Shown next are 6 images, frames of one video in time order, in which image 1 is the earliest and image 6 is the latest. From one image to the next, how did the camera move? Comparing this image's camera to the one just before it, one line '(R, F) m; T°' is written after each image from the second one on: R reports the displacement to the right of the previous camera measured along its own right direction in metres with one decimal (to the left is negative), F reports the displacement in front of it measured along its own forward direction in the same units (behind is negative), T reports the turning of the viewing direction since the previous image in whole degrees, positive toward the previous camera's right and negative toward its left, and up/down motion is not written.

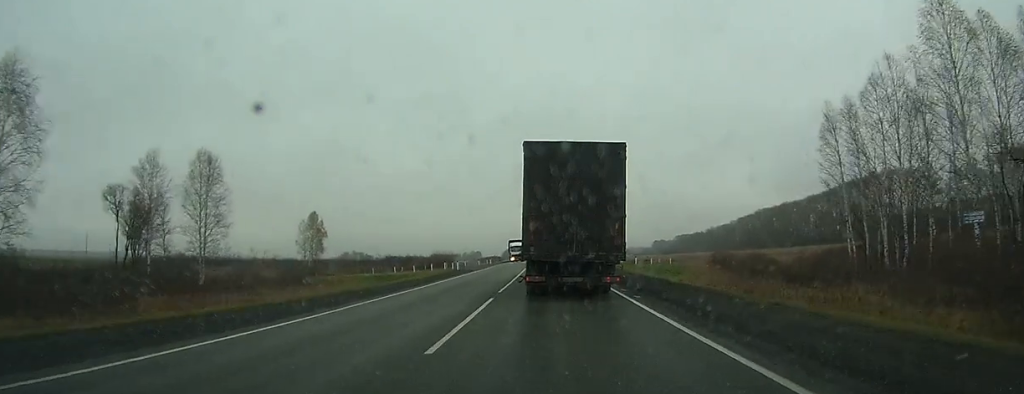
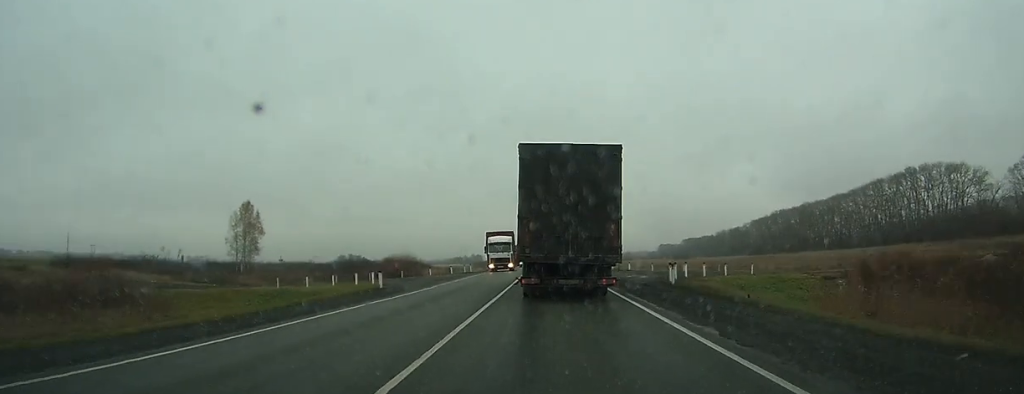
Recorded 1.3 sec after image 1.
(-0.1, +25.5) m; 0°
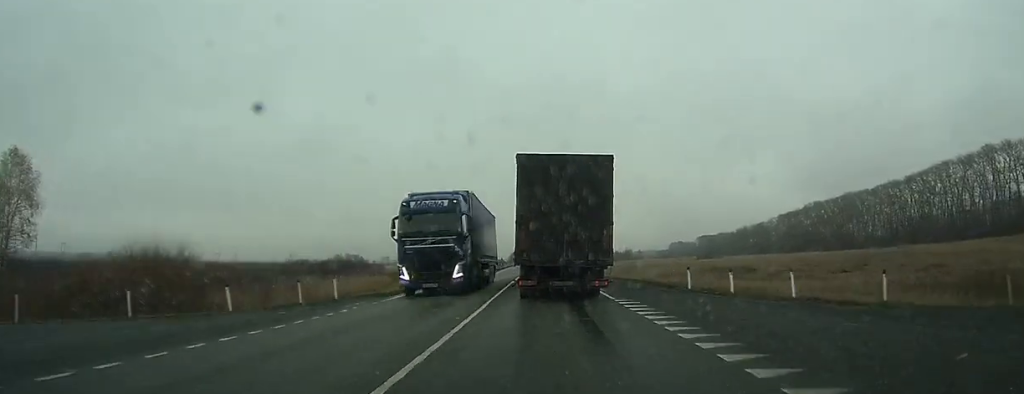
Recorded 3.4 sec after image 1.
(-0.2, +45.0) m; -1°
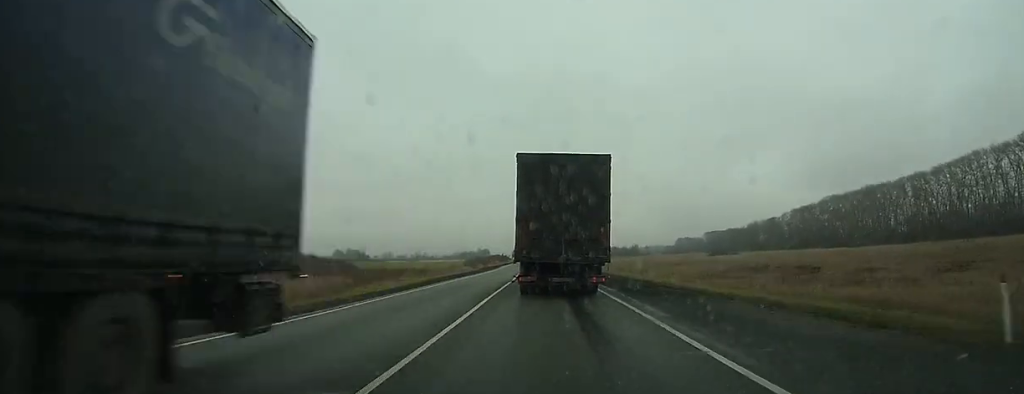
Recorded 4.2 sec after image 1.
(+0.1, +17.6) m; 0°
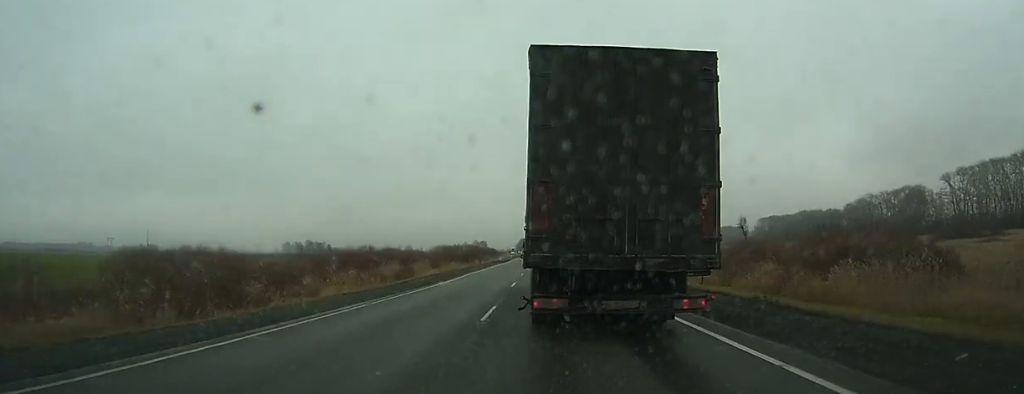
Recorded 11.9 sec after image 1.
(-4.8, +166.8) m; -1°
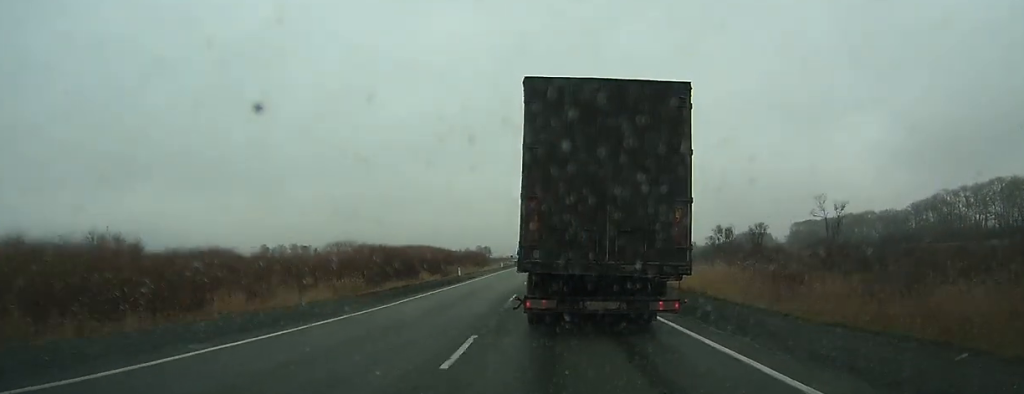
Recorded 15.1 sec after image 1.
(+0.2, +69.2) m; 0°
